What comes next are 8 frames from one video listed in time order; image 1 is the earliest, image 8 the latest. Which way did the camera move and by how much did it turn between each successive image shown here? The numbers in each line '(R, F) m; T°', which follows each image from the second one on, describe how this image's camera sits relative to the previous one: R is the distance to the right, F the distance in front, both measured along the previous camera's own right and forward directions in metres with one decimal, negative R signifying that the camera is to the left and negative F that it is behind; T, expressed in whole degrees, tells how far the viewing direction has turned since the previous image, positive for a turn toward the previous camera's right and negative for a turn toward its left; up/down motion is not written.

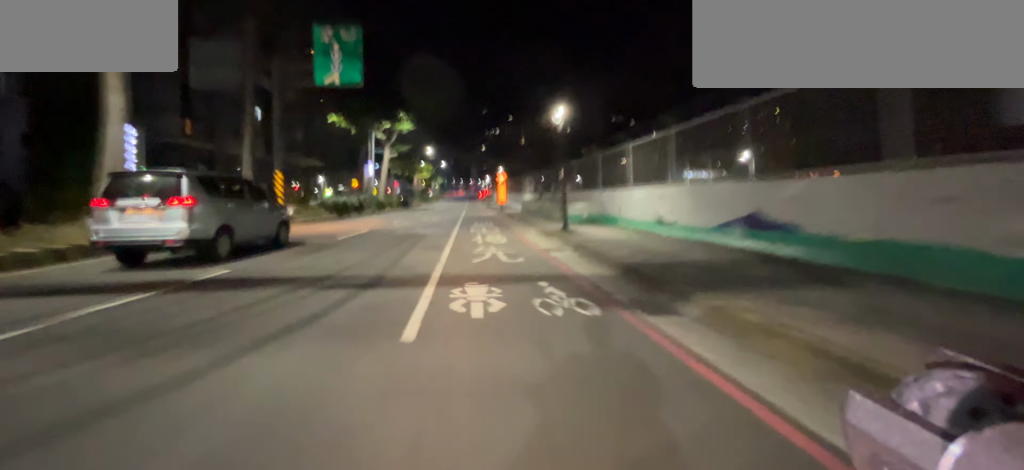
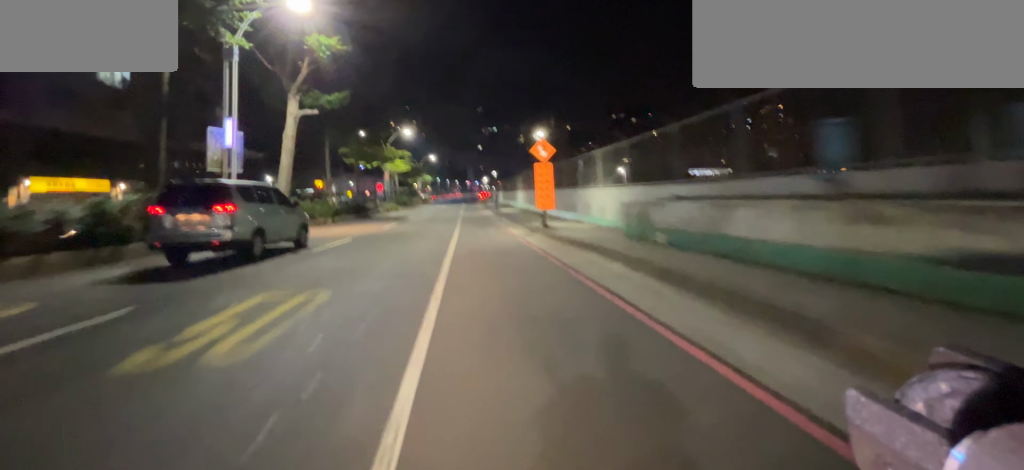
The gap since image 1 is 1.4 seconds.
(+0.2, +24.9) m; 0°
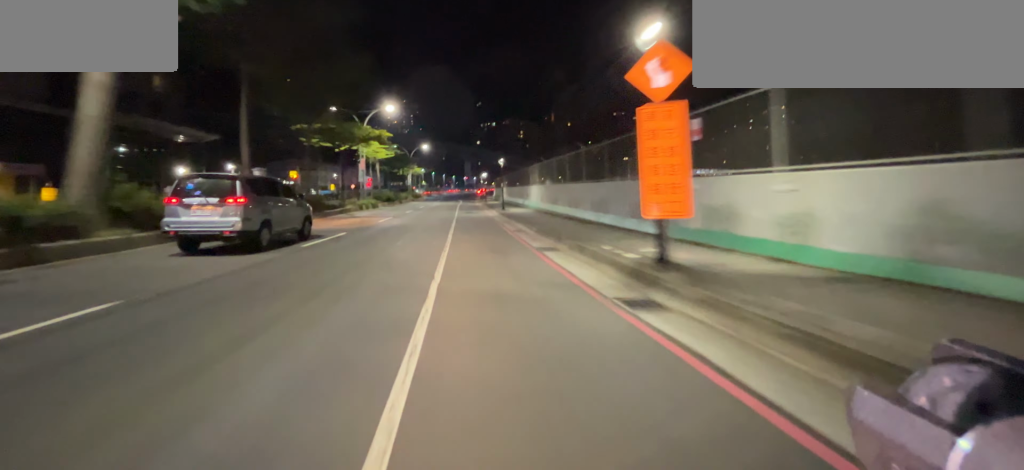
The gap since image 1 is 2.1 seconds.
(-0.1, +11.3) m; -1°
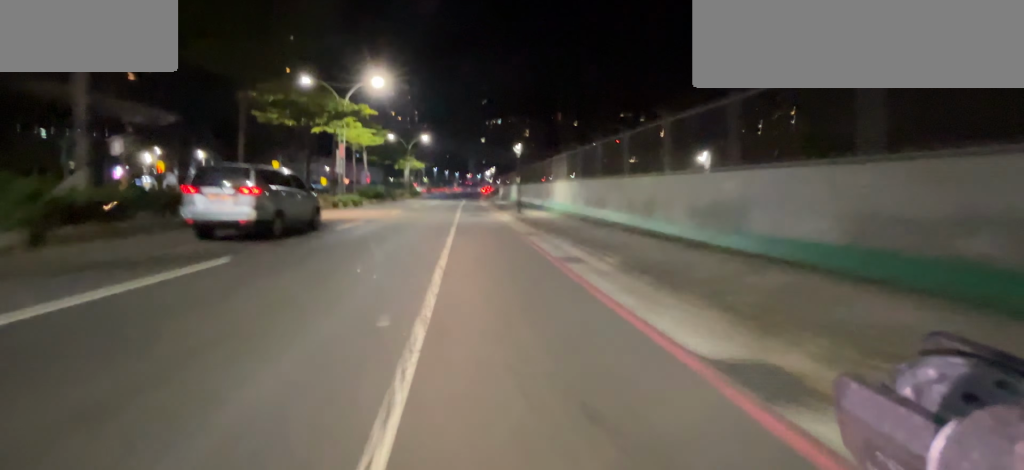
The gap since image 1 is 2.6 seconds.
(0.0, +7.1) m; 0°
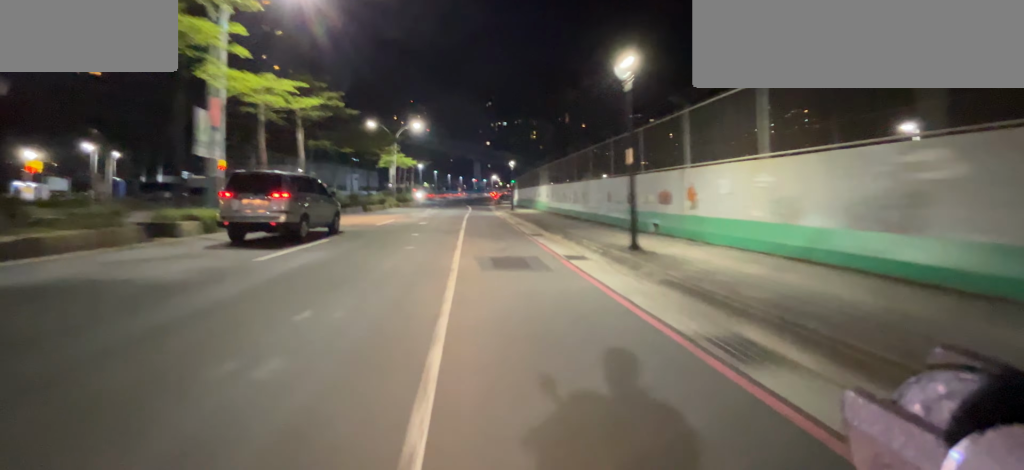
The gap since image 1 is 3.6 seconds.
(0.0, +14.0) m; 0°
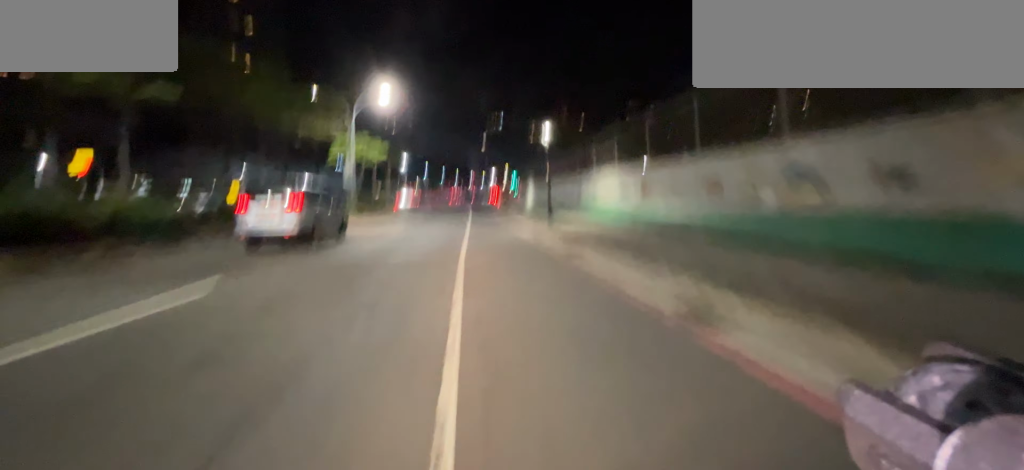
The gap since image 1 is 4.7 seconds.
(0.0, +13.6) m; 0°
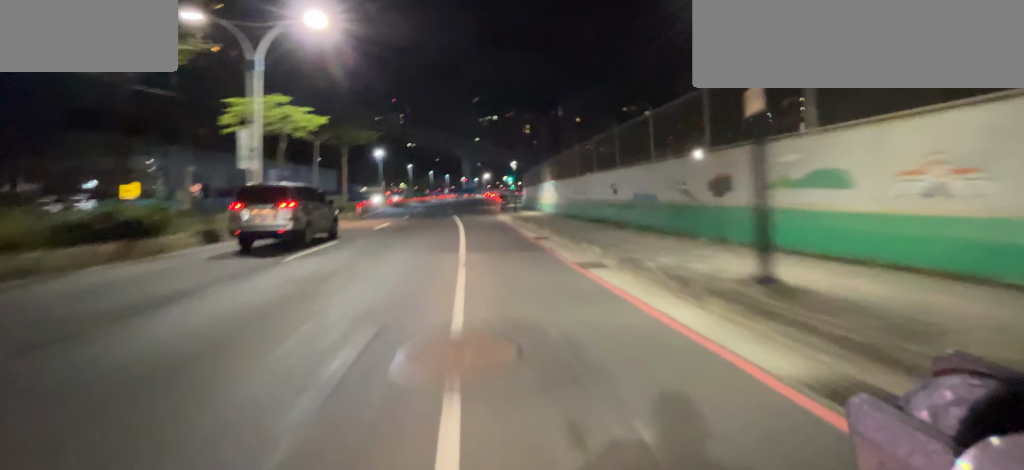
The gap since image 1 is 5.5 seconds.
(0.0, +11.7) m; +2°
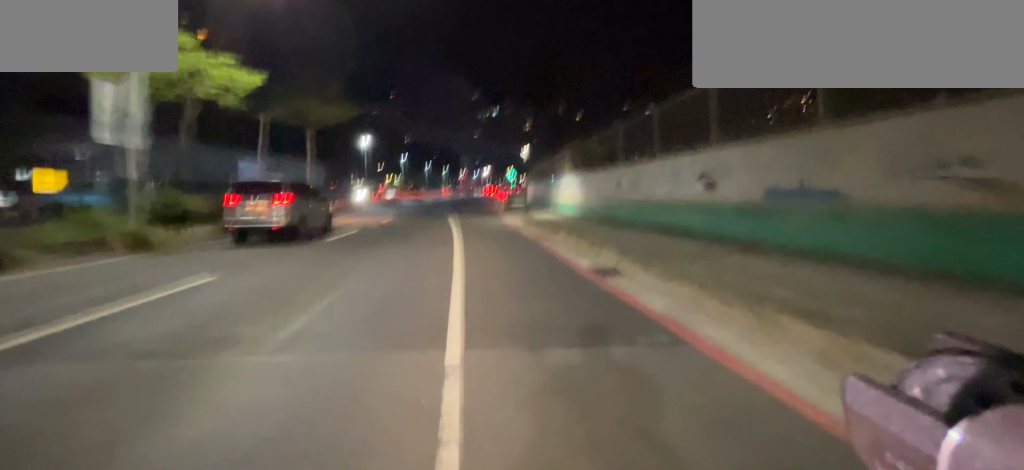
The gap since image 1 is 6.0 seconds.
(-0.1, +5.9) m; +1°
